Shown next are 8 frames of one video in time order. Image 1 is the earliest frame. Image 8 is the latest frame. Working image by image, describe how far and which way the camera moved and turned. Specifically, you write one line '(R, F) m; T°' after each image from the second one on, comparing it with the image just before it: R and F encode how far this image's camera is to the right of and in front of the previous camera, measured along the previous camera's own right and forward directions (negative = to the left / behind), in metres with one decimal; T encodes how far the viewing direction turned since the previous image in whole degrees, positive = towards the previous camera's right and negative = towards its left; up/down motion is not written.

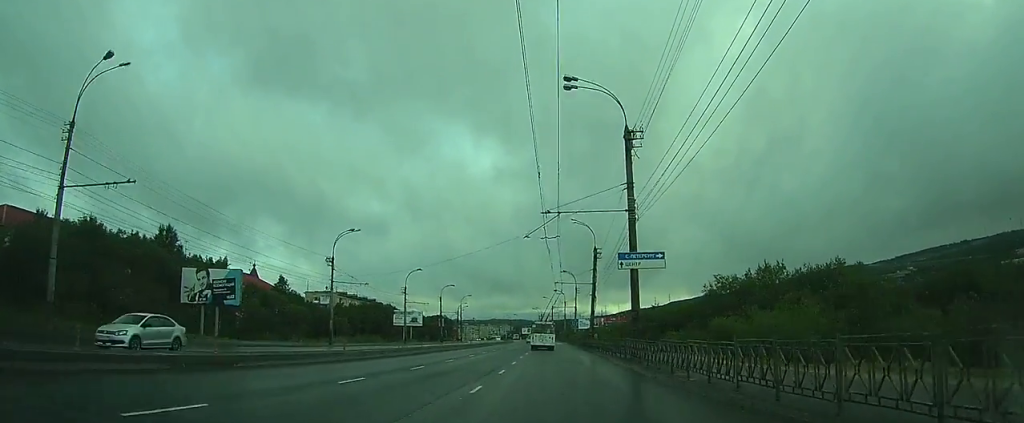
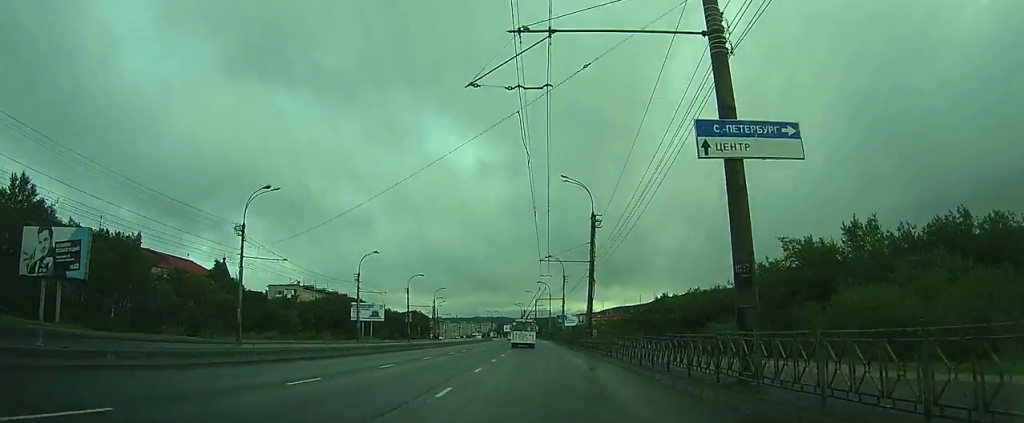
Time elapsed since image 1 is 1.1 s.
(+0.1, +18.8) m; +2°
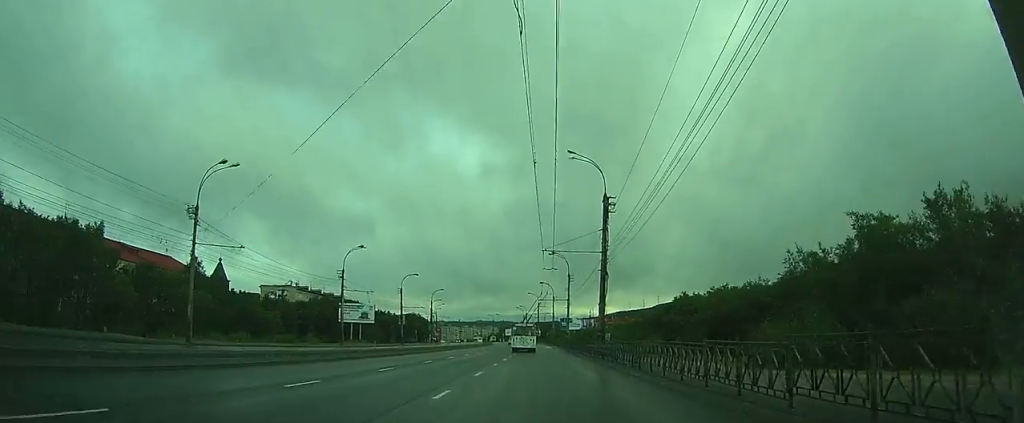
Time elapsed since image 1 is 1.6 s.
(-0.1, +8.4) m; +2°
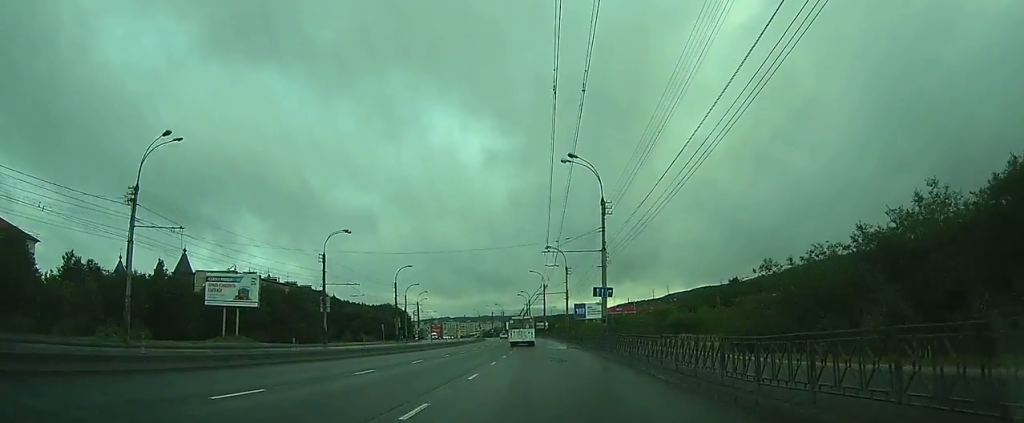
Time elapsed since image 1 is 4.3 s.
(+1.8, +46.1) m; +1°
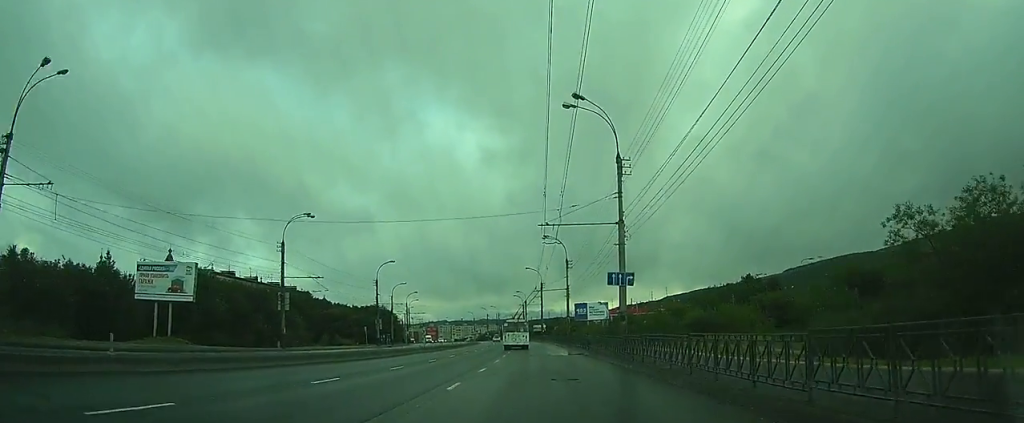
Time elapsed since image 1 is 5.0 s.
(+0.1, +12.3) m; -1°
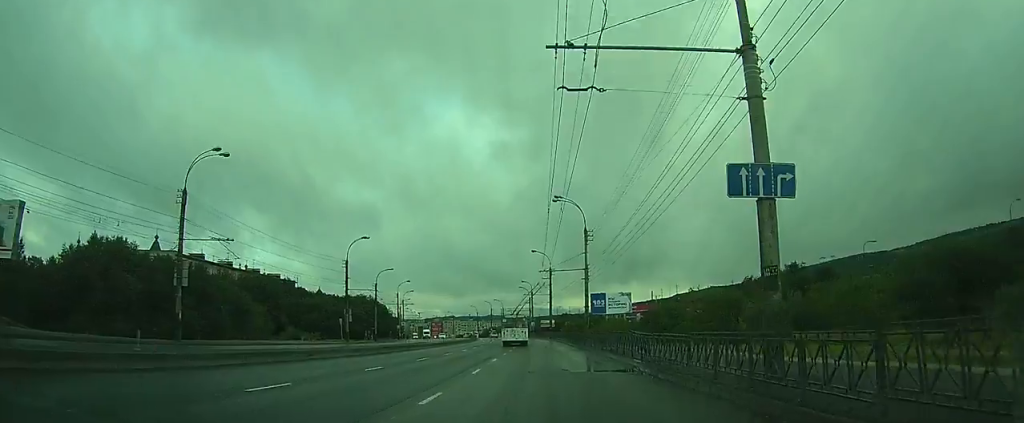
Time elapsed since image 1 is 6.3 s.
(-0.6, +22.5) m; -2°
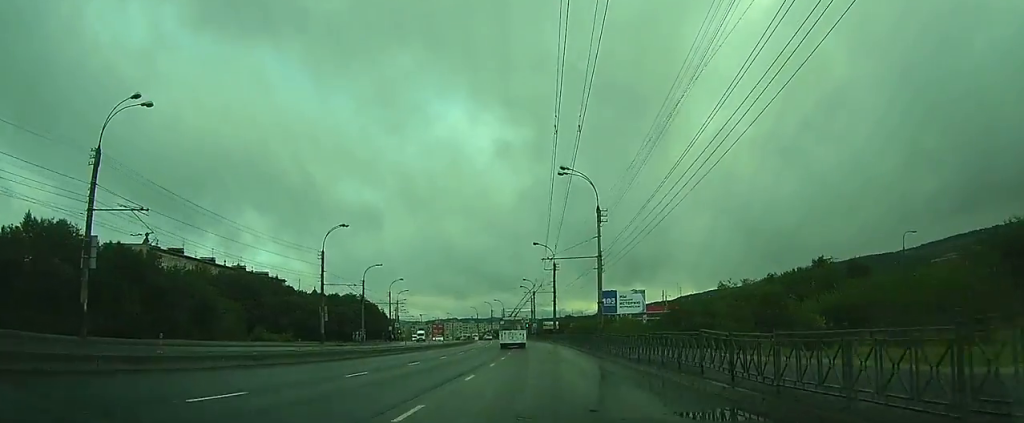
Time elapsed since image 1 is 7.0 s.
(0.0, +11.9) m; -1°
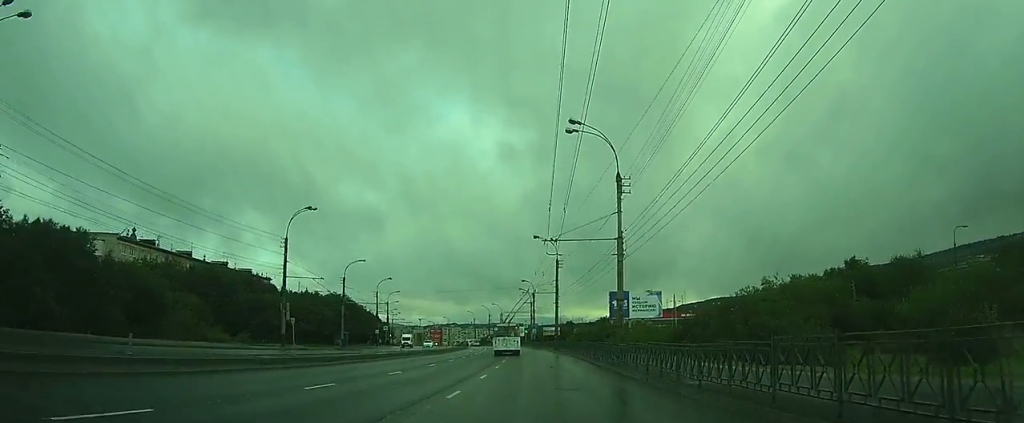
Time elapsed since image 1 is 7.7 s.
(-0.3, +13.1) m; 0°
